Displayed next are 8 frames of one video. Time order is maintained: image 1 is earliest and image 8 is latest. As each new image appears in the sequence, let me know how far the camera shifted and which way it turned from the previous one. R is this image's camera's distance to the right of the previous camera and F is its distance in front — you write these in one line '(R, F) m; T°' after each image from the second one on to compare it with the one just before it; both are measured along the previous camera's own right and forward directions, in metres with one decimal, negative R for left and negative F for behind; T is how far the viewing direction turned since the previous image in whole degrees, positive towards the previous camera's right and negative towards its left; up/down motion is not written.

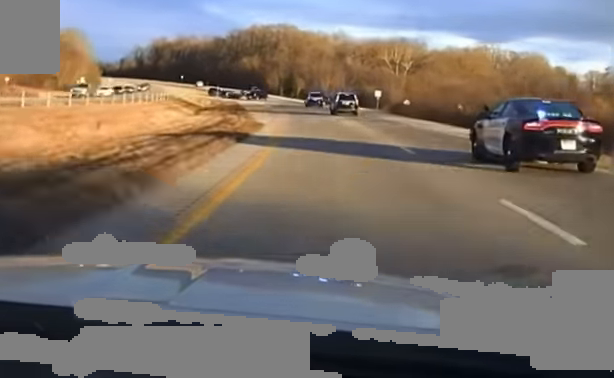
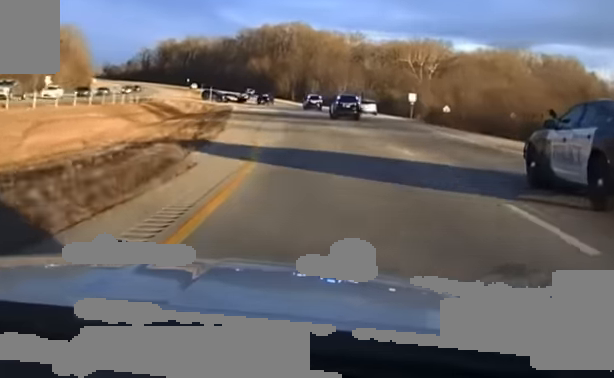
(-0.7, +24.8) m; -2°
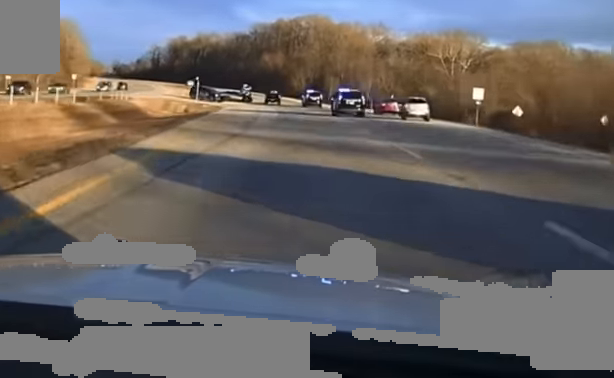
(-0.1, +24.9) m; -2°
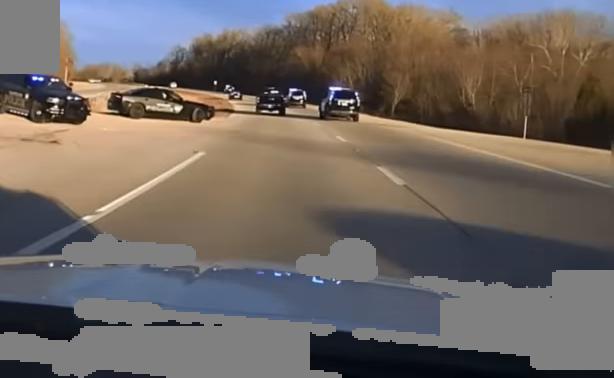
(-2.9, +66.5) m; -4°
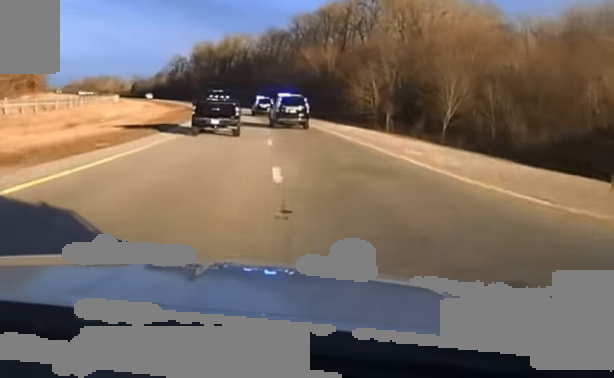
(-0.5, +35.5) m; -2°
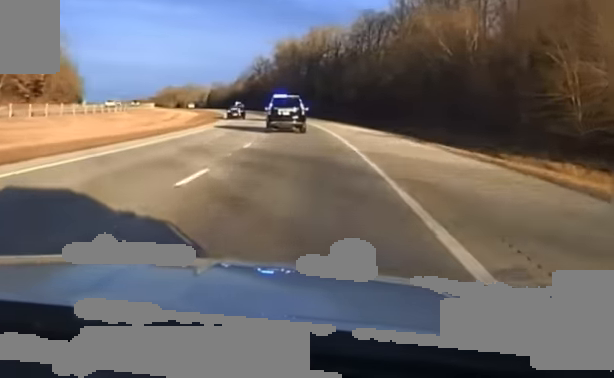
(-2.0, +59.1) m; -6°
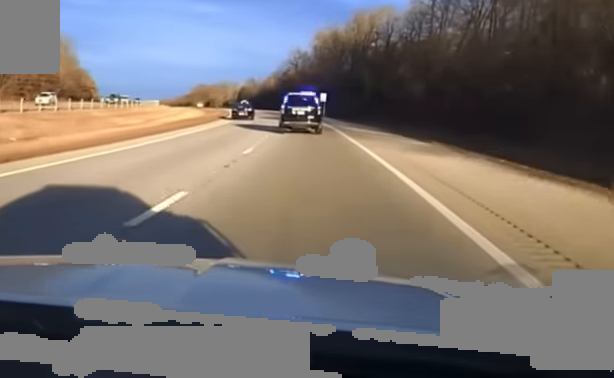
(-1.9, +40.7) m; -5°
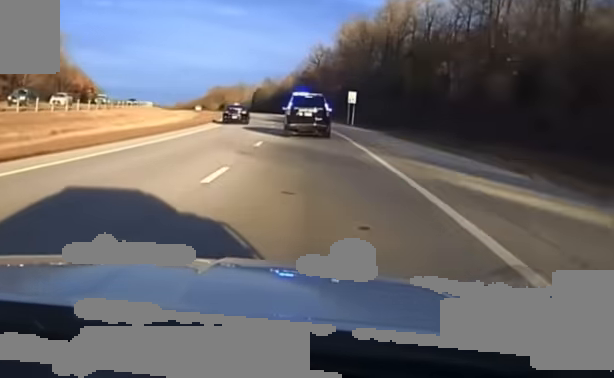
(-0.9, +30.6) m; -3°
